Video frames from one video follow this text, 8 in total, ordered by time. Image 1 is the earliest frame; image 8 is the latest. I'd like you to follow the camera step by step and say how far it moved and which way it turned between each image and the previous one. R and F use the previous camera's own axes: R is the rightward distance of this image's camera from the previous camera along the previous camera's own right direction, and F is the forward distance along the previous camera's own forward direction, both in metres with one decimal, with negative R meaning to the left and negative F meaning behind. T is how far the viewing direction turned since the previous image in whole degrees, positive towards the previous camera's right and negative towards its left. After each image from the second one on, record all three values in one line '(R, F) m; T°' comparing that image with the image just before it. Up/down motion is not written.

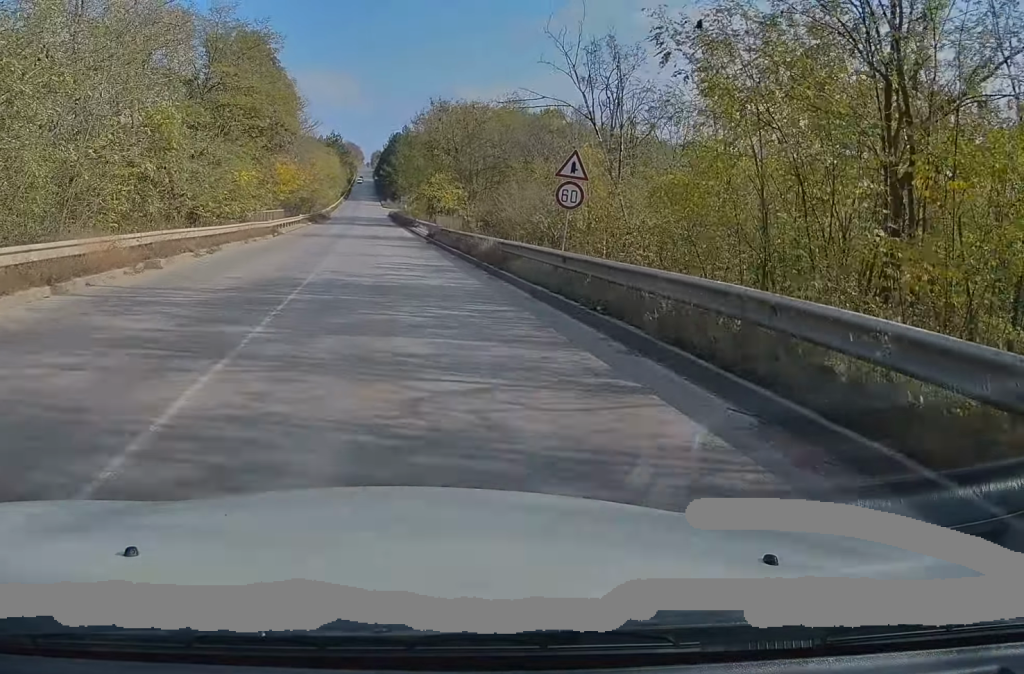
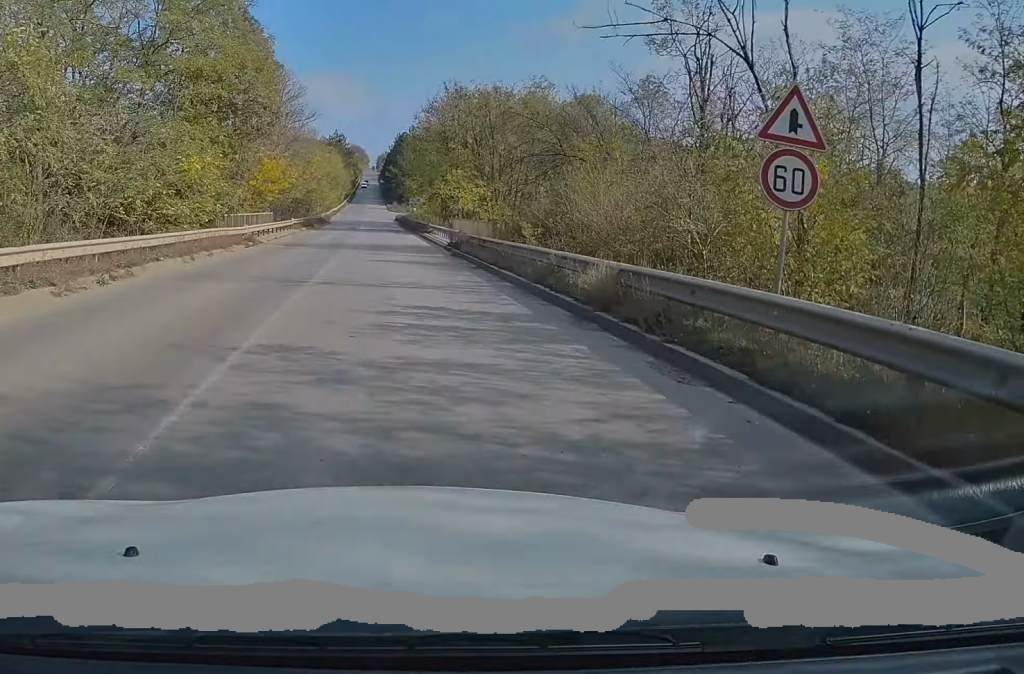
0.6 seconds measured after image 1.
(-0.1, +10.8) m; -1°
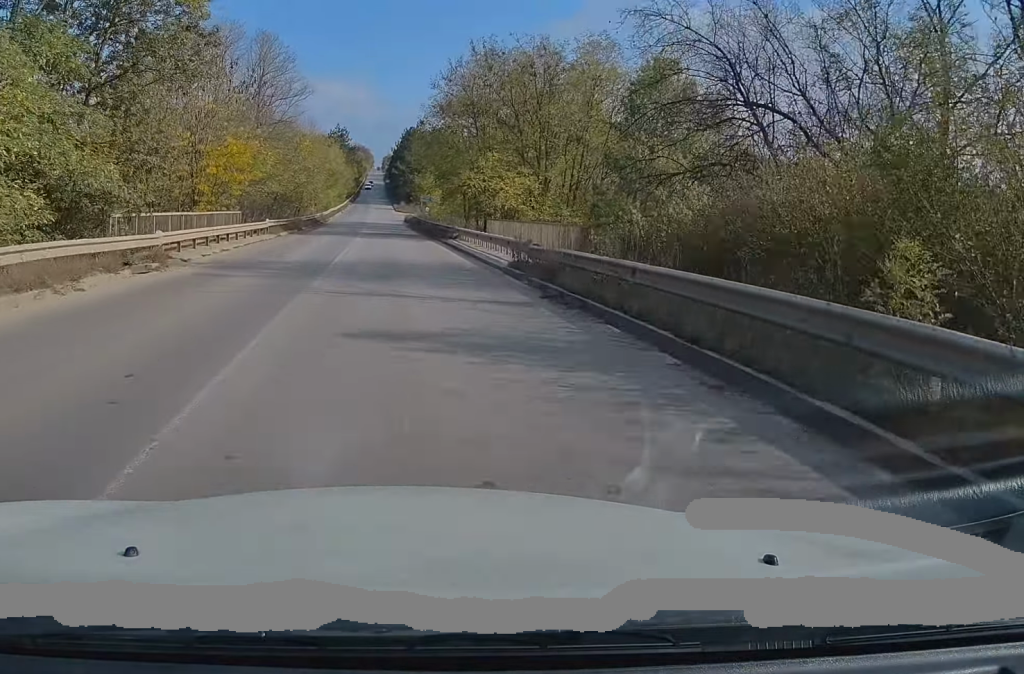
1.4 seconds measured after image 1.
(-0.1, +15.9) m; 0°
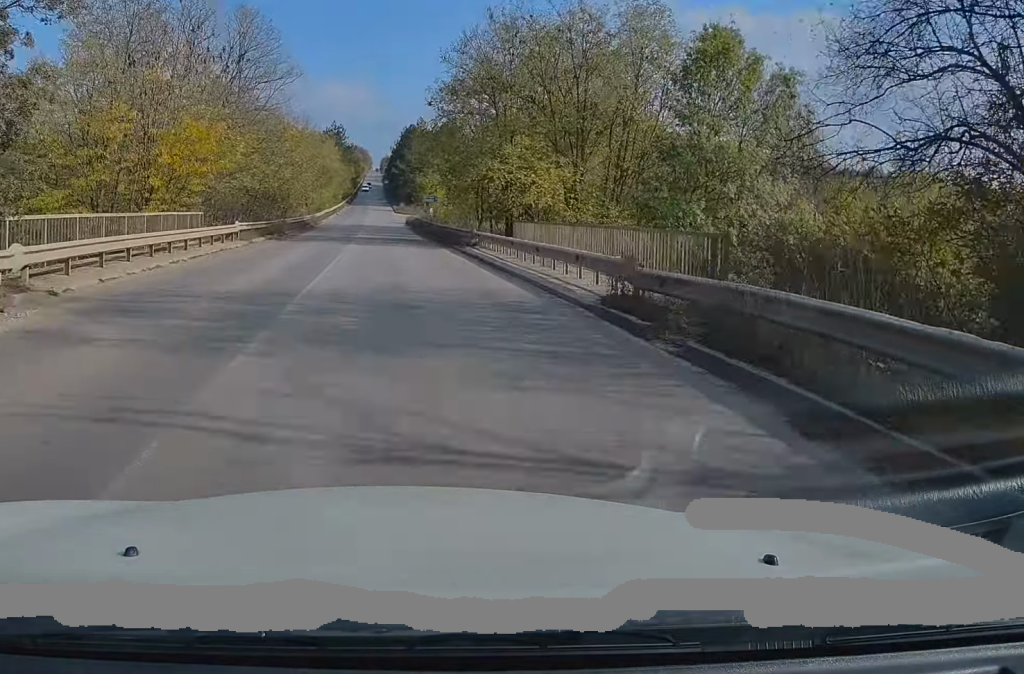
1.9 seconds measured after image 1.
(0.0, +8.9) m; 0°
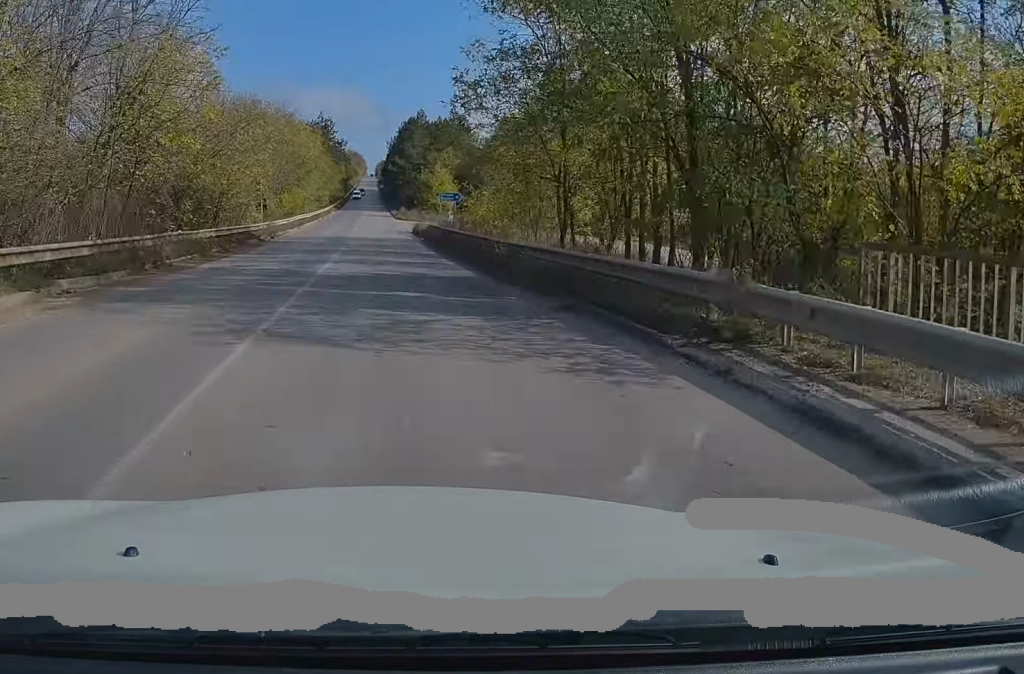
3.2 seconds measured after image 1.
(+0.1, +25.3) m; 0°
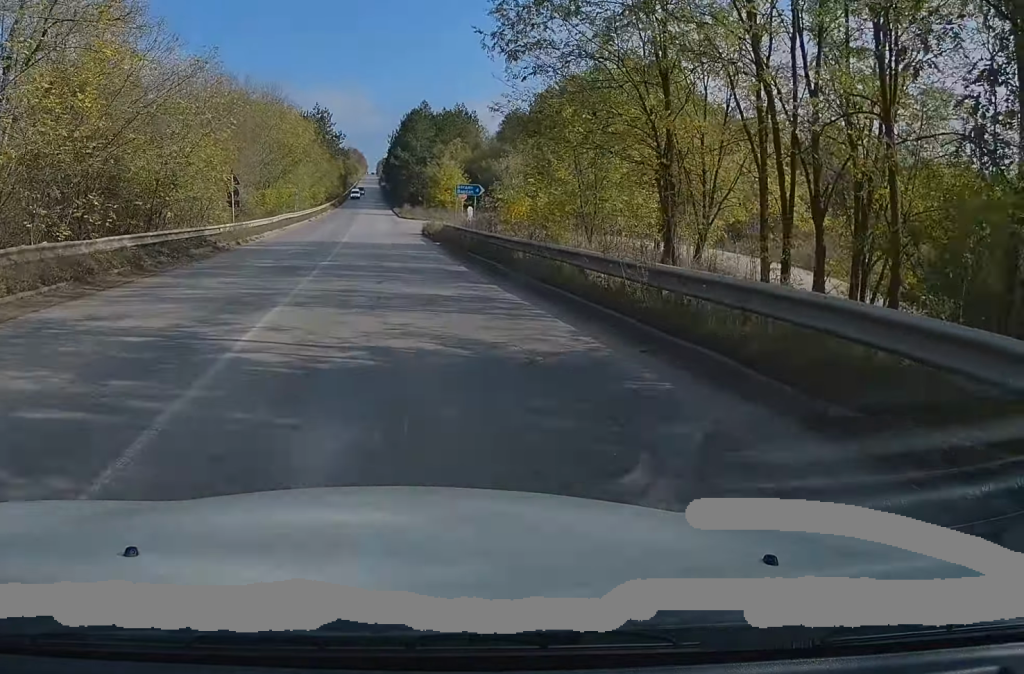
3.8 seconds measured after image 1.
(0.0, +10.6) m; 0°
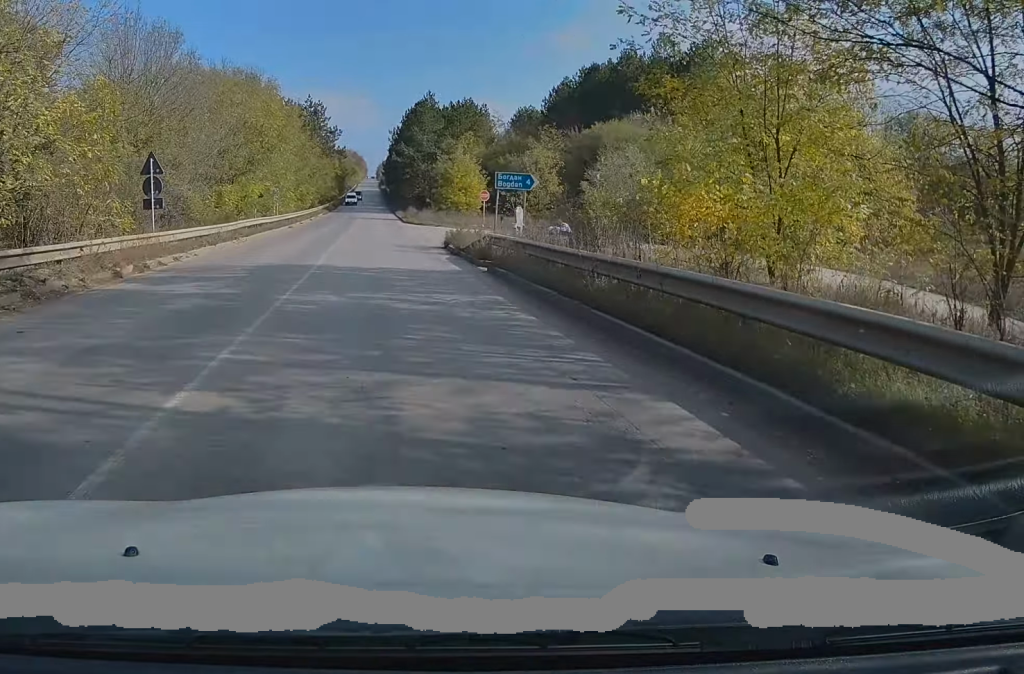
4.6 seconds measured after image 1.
(-0.1, +14.7) m; +1°
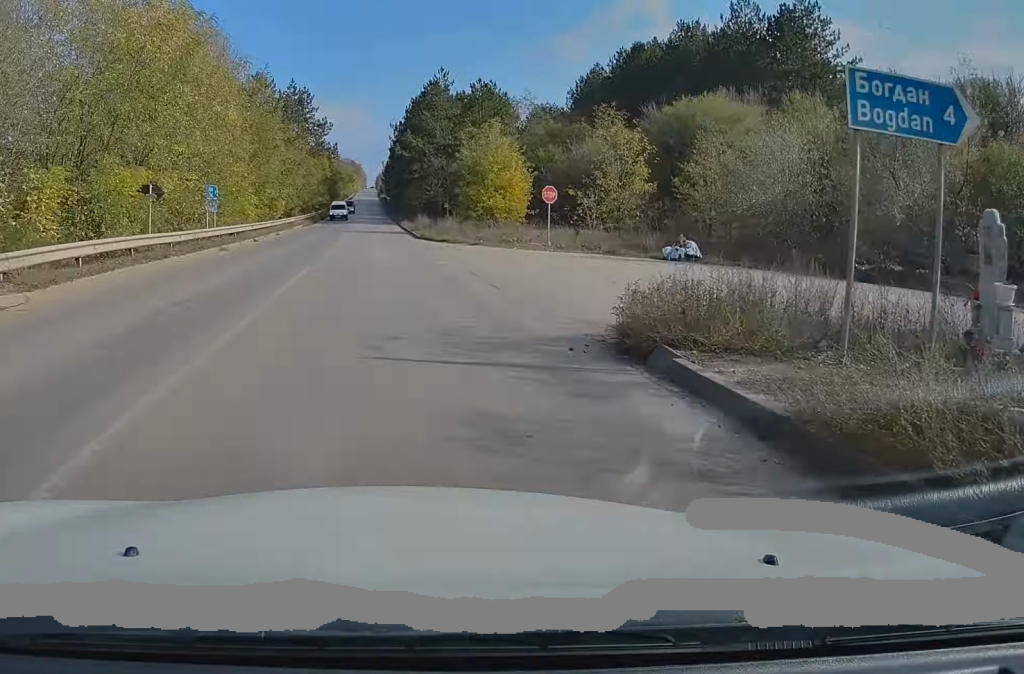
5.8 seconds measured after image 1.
(+0.3, +22.4) m; 0°
